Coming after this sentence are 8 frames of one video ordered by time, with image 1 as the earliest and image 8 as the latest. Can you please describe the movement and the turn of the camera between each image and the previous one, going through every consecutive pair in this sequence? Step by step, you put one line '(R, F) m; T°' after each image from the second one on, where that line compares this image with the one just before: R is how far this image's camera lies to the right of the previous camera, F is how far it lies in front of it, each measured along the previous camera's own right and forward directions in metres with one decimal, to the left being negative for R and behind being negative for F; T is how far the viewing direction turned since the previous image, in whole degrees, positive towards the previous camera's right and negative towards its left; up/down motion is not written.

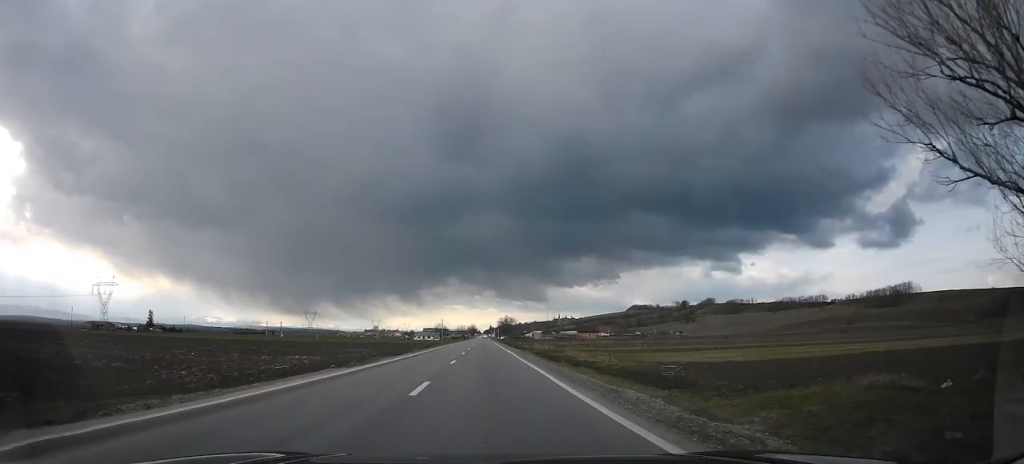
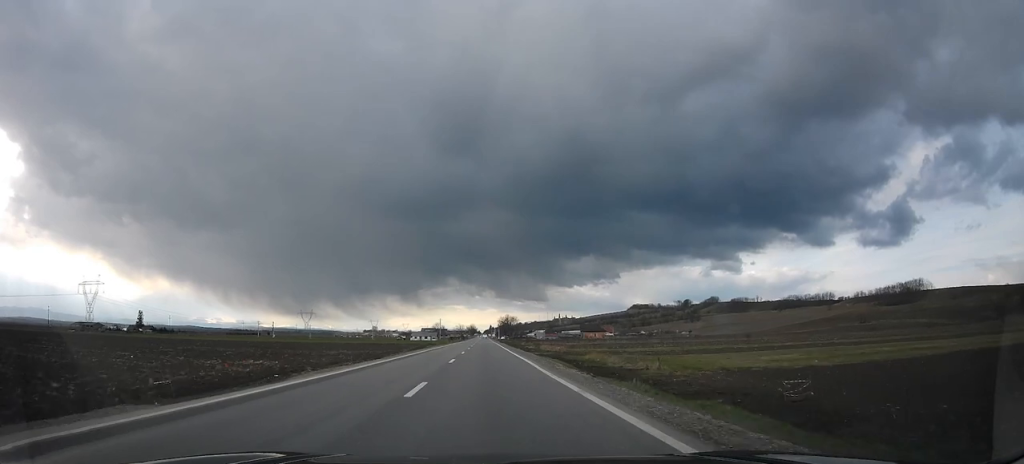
(0.0, +13.0) m; 0°
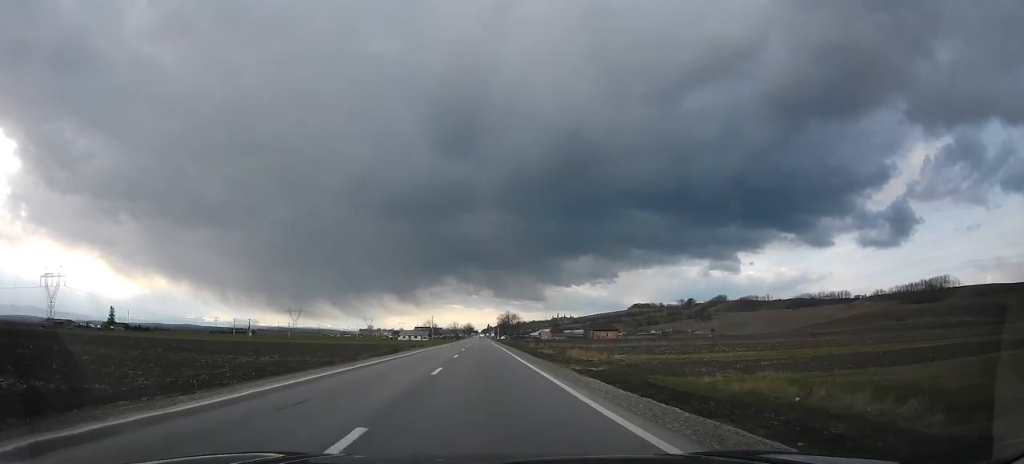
(0.0, +31.1) m; 0°
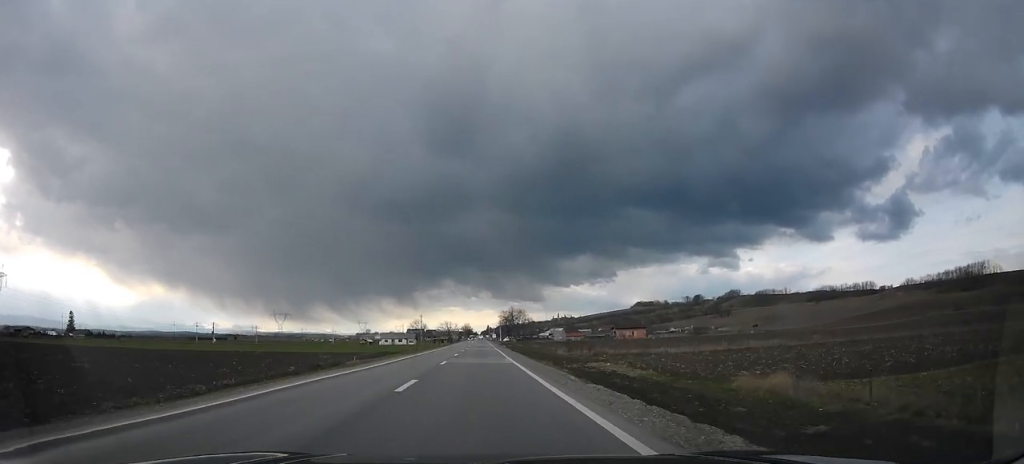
(0.0, +41.9) m; 0°
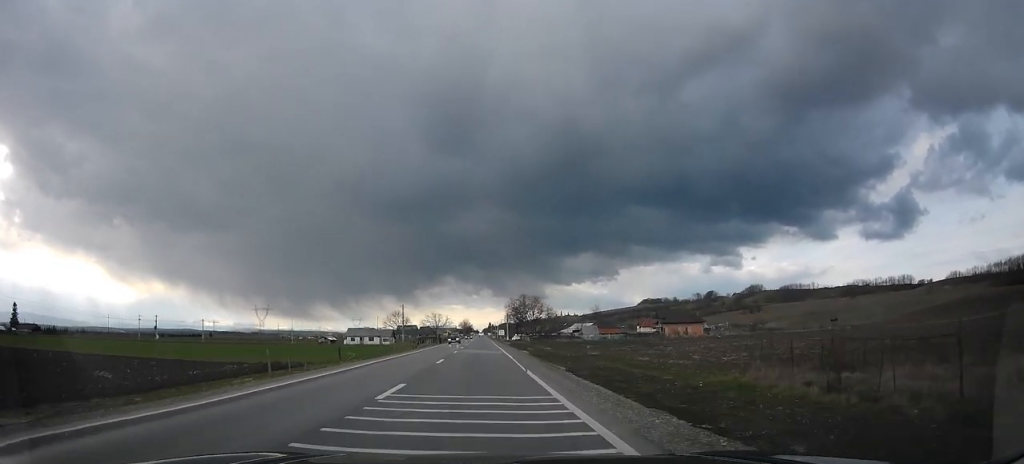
(-0.5, +51.9) m; -1°
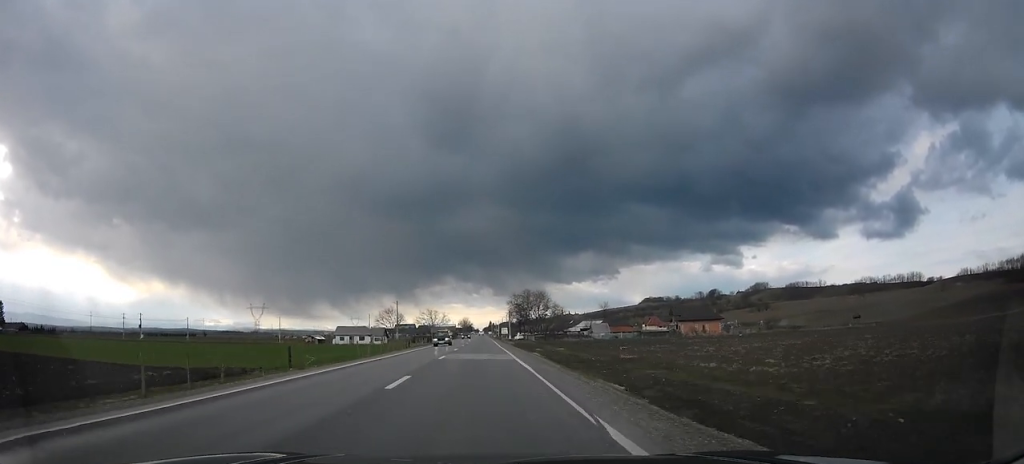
(-0.1, +11.6) m; 0°
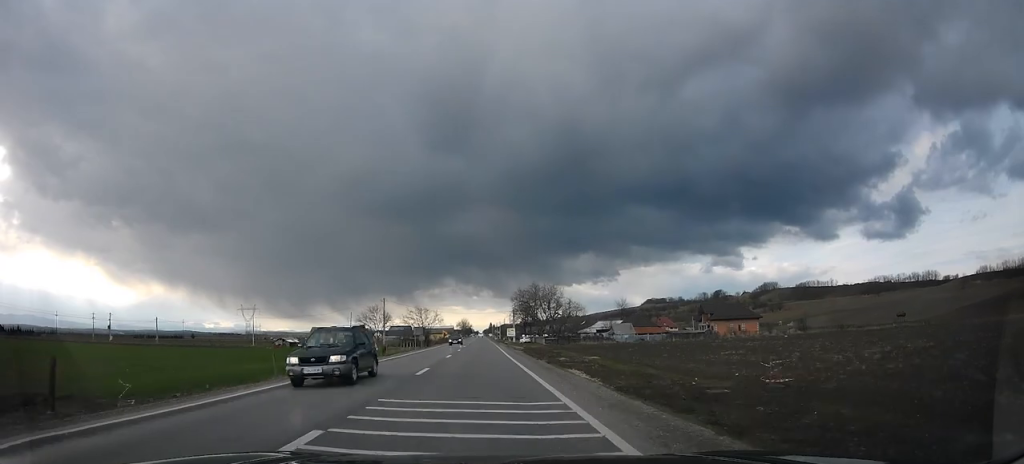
(0.0, +20.1) m; 0°
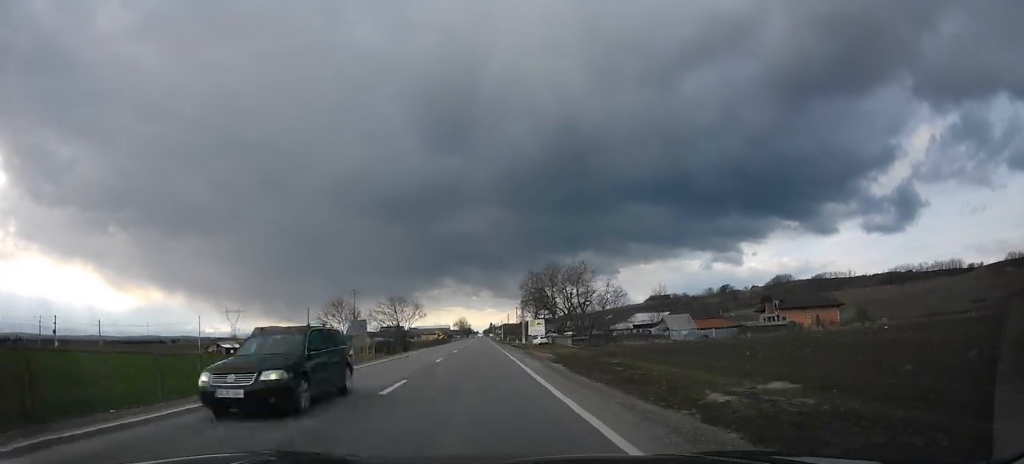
(0.0, +30.4) m; +1°
